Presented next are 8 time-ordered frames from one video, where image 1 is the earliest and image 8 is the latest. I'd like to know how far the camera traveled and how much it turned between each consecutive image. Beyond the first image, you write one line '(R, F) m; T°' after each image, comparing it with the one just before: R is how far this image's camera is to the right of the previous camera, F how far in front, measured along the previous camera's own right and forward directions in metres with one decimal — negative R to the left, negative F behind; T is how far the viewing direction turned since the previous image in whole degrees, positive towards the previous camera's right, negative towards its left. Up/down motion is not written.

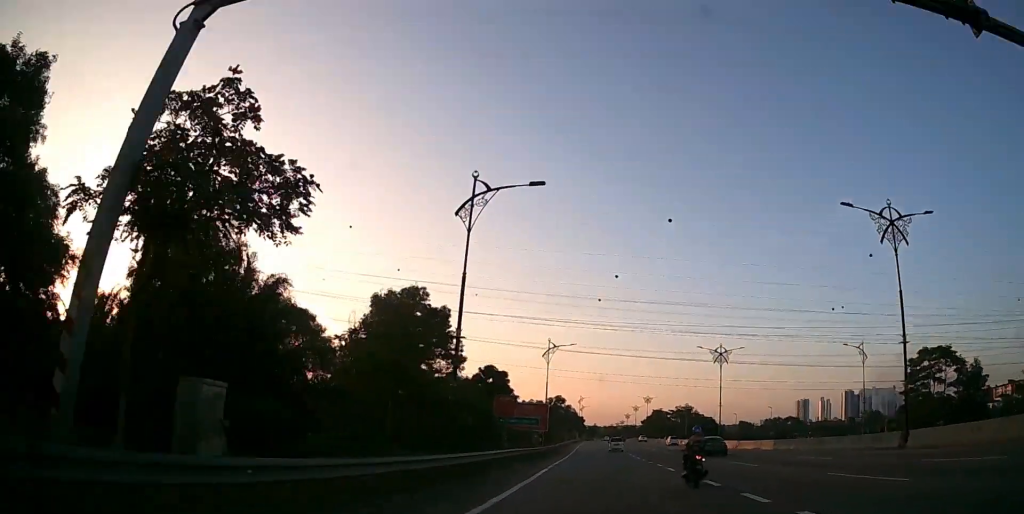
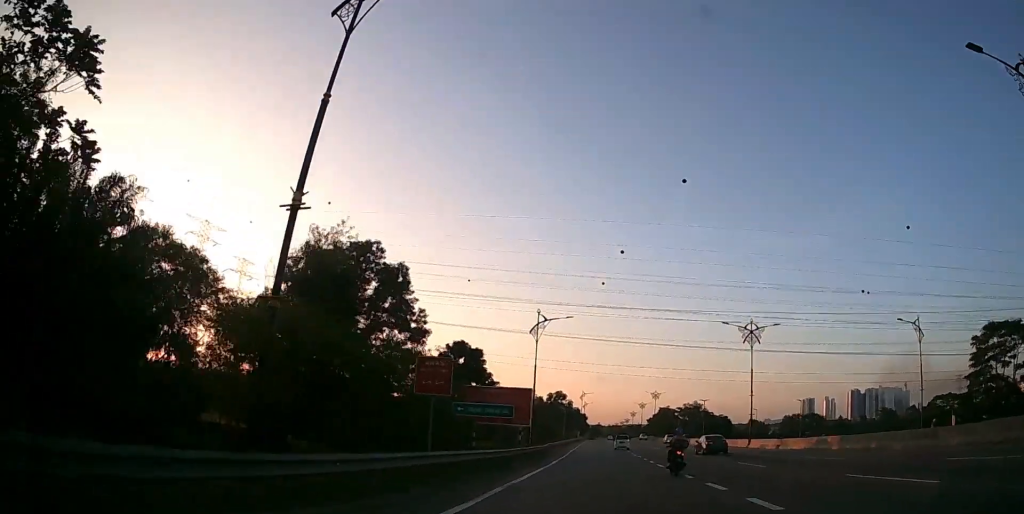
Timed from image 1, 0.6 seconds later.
(-0.4, +12.9) m; -2°
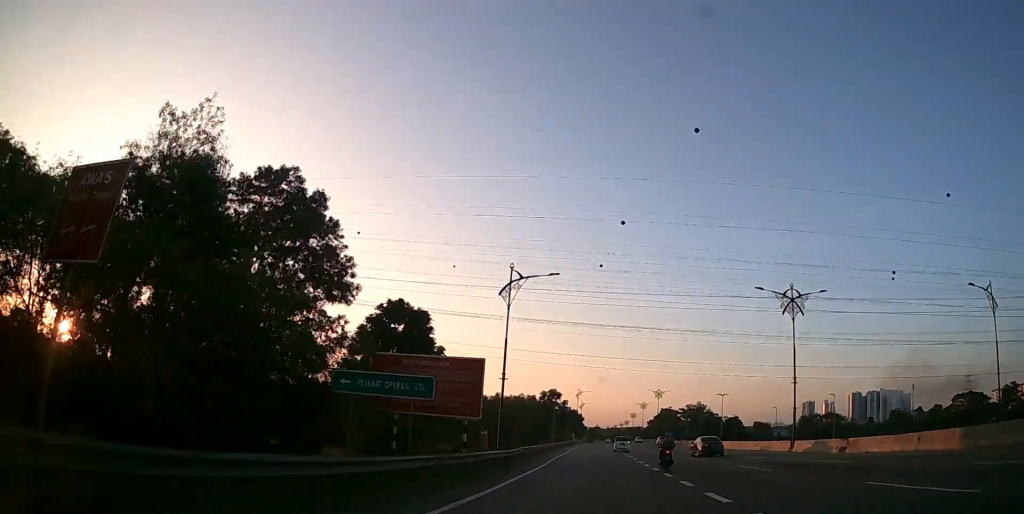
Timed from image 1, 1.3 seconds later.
(-0.2, +14.3) m; -1°
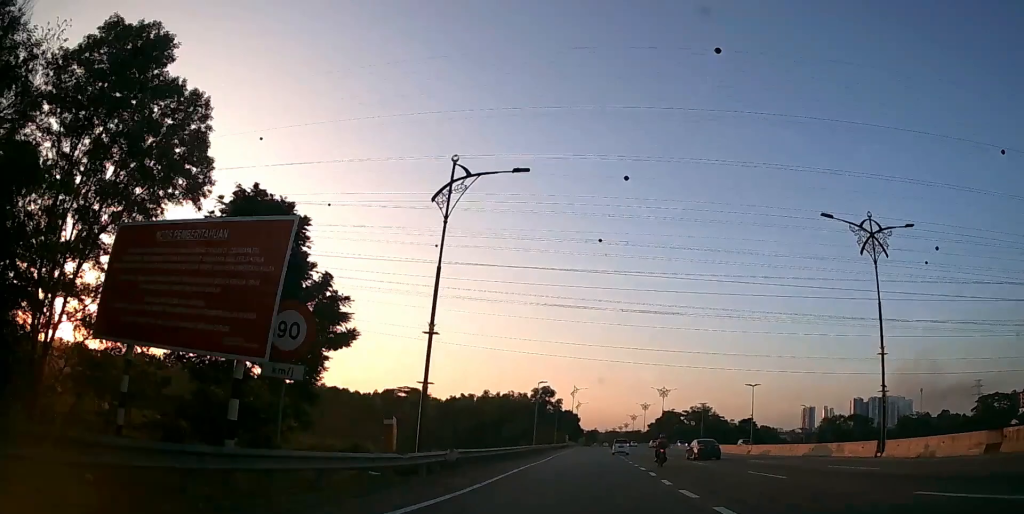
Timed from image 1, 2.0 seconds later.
(-0.1, +14.8) m; 0°
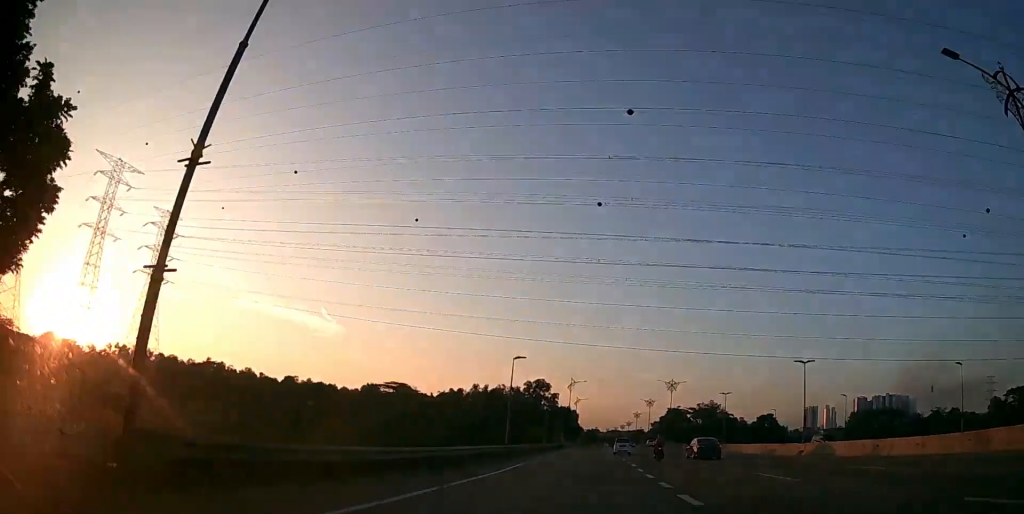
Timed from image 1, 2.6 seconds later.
(-0.1, +13.9) m; 0°
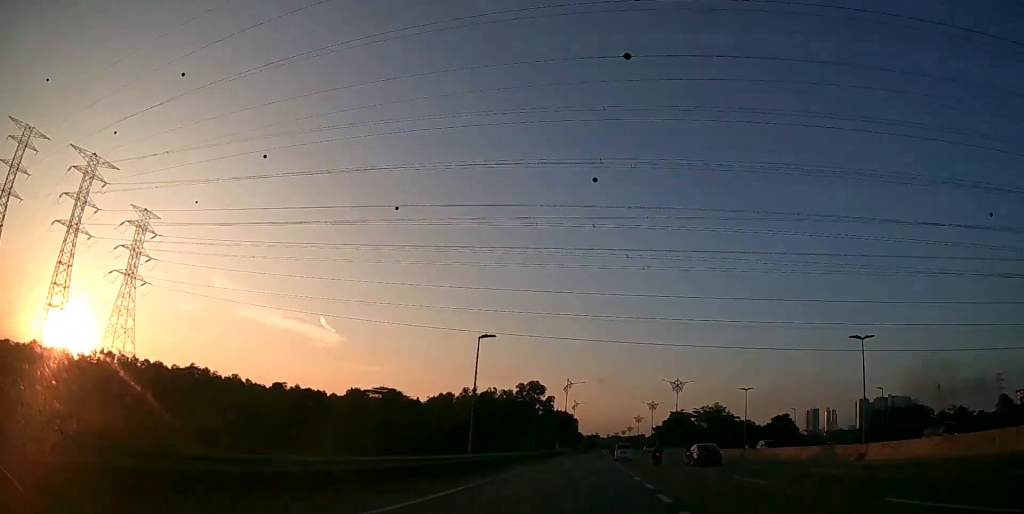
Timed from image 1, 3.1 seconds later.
(0.0, +9.9) m; 0°
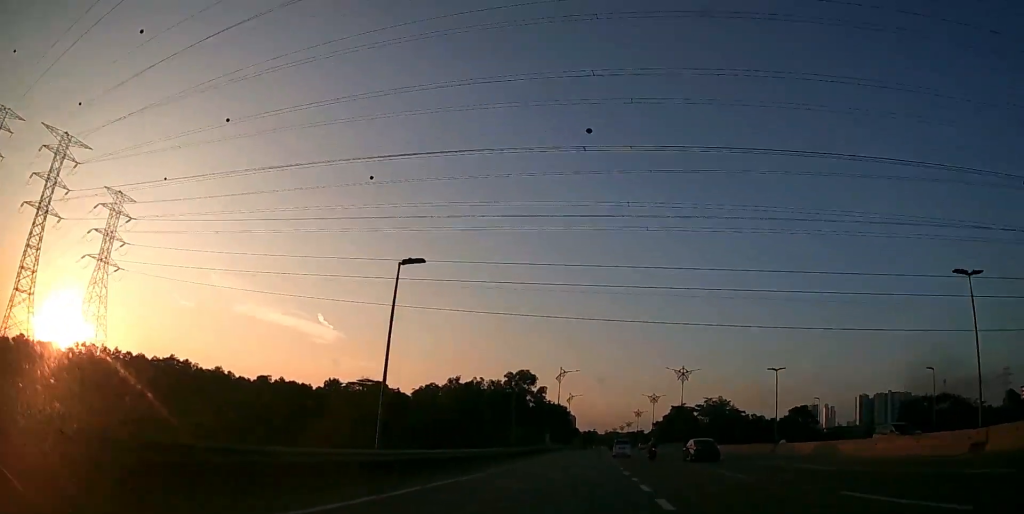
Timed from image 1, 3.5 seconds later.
(0.0, +10.0) m; 0°
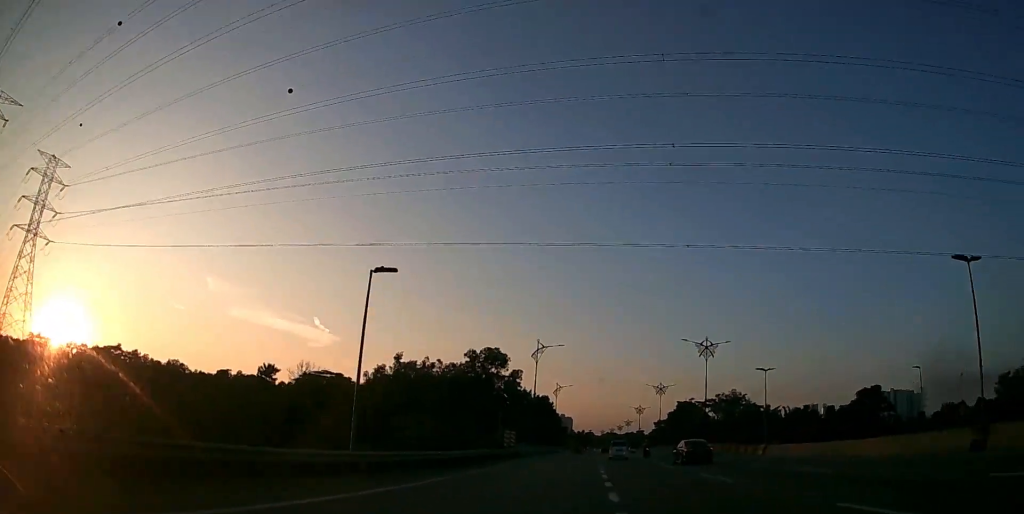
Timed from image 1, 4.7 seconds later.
(+0.1, +26.4) m; 0°
